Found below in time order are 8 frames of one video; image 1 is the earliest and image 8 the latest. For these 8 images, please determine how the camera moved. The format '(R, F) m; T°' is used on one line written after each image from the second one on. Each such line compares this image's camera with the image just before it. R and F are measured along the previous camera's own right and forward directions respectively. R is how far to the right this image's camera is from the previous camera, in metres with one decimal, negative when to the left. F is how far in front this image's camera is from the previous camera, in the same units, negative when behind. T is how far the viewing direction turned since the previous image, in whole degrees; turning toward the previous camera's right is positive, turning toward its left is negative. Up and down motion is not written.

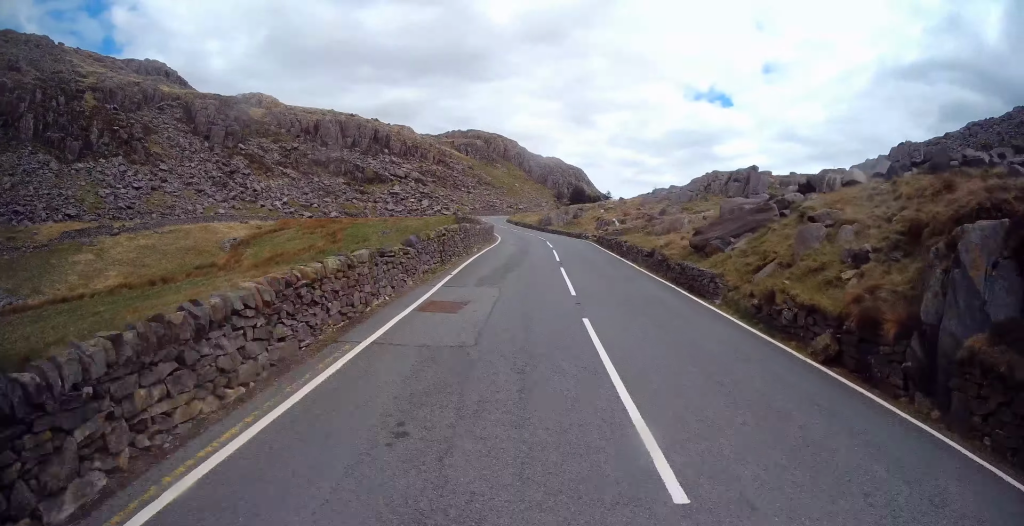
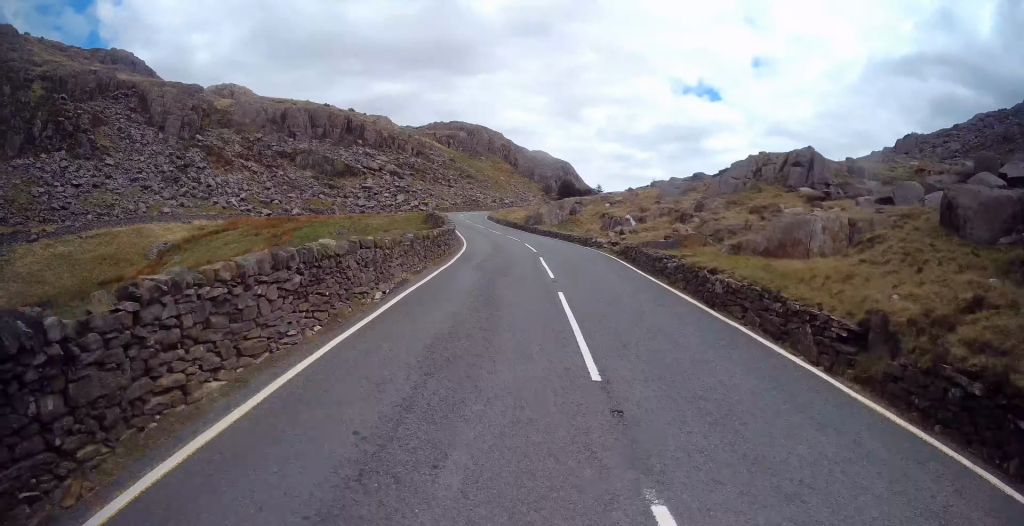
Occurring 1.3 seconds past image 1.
(+0.3, +14.8) m; -1°
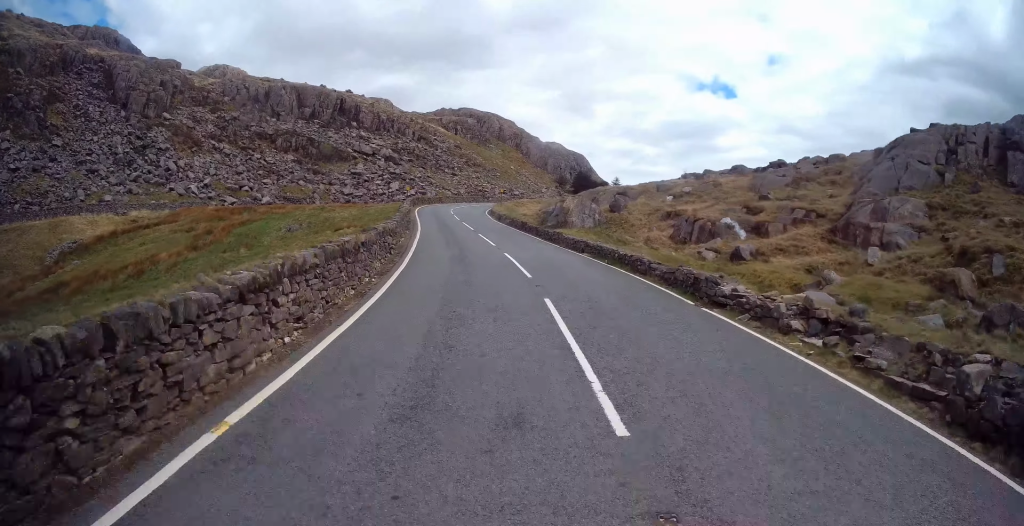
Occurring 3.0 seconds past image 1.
(-0.3, +18.8) m; -1°
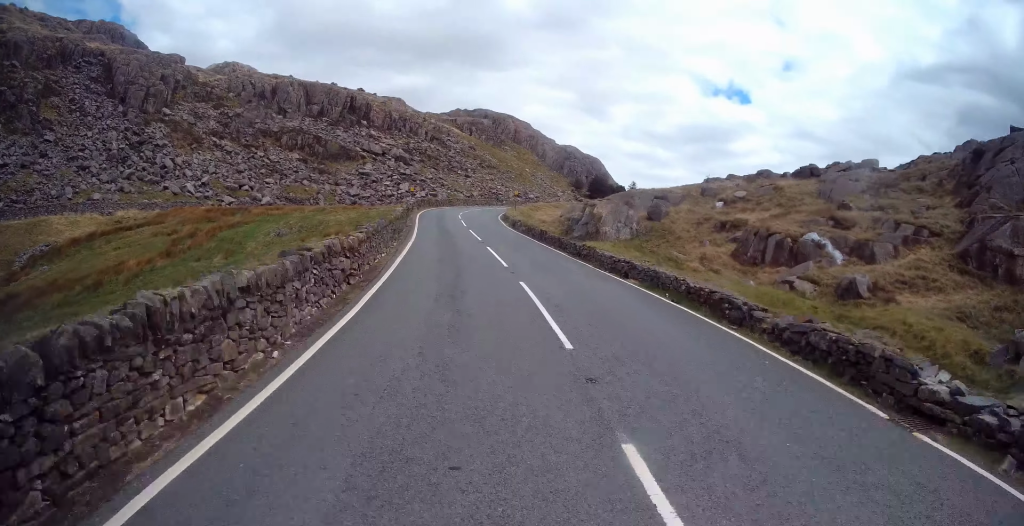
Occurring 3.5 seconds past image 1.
(+0.2, +5.9) m; 0°
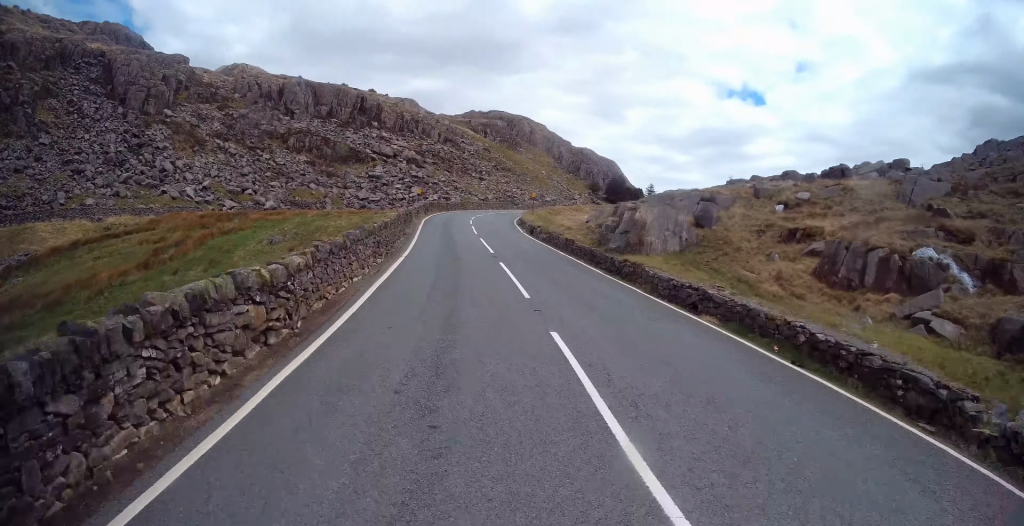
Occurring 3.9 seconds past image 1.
(-0.2, +4.9) m; -1°
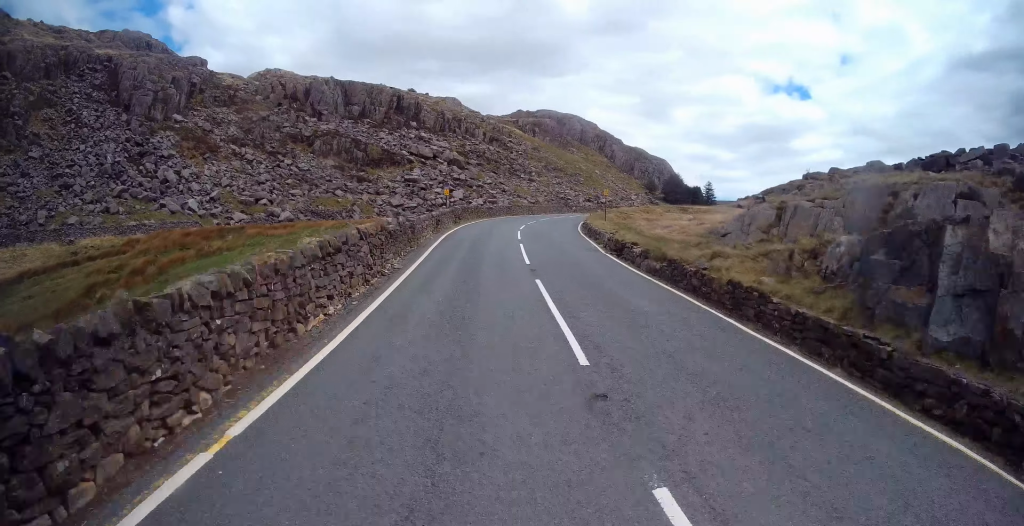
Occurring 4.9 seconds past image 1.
(-0.3, +13.2) m; -4°
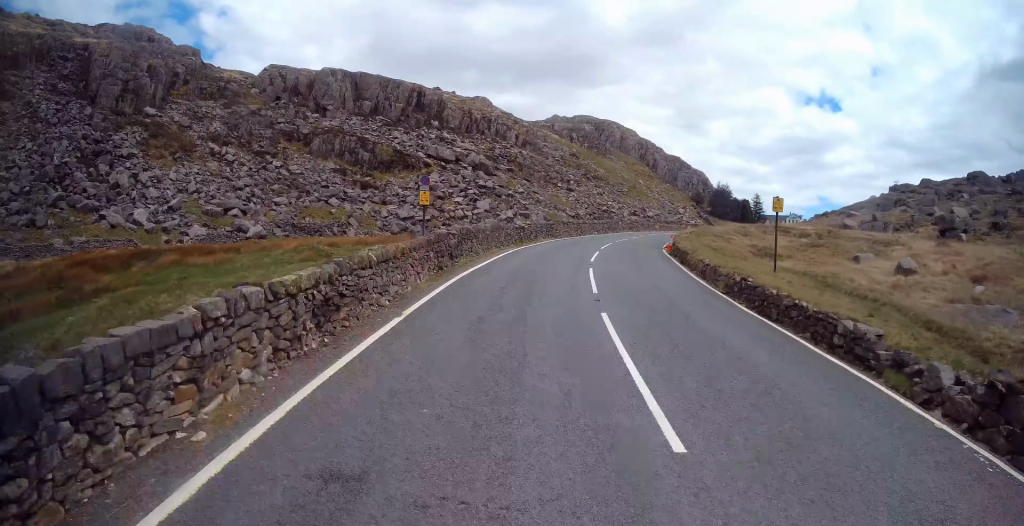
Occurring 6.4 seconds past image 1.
(-1.4, +19.0) m; -5°
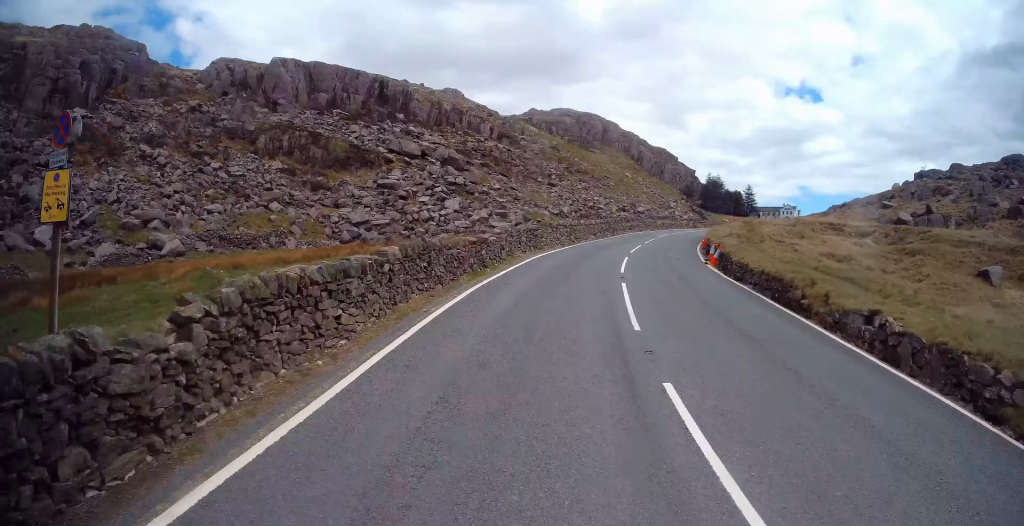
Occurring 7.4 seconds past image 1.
(+0.5, +12.4) m; +2°
